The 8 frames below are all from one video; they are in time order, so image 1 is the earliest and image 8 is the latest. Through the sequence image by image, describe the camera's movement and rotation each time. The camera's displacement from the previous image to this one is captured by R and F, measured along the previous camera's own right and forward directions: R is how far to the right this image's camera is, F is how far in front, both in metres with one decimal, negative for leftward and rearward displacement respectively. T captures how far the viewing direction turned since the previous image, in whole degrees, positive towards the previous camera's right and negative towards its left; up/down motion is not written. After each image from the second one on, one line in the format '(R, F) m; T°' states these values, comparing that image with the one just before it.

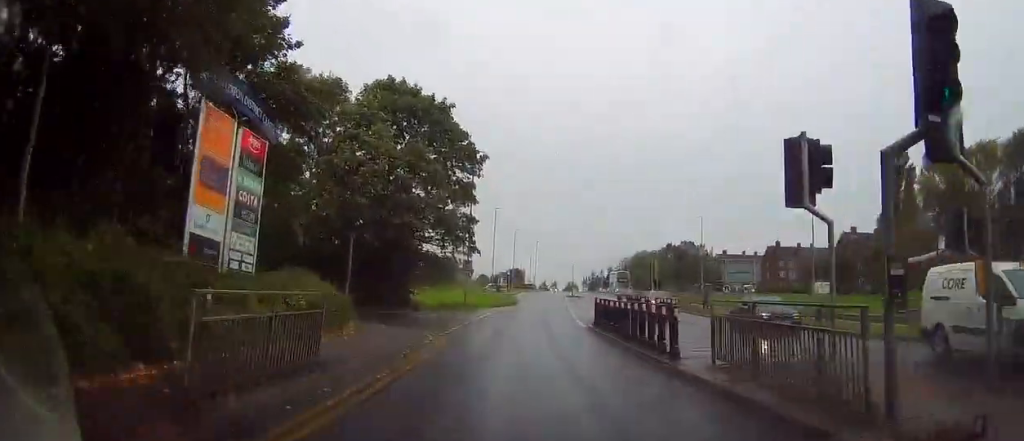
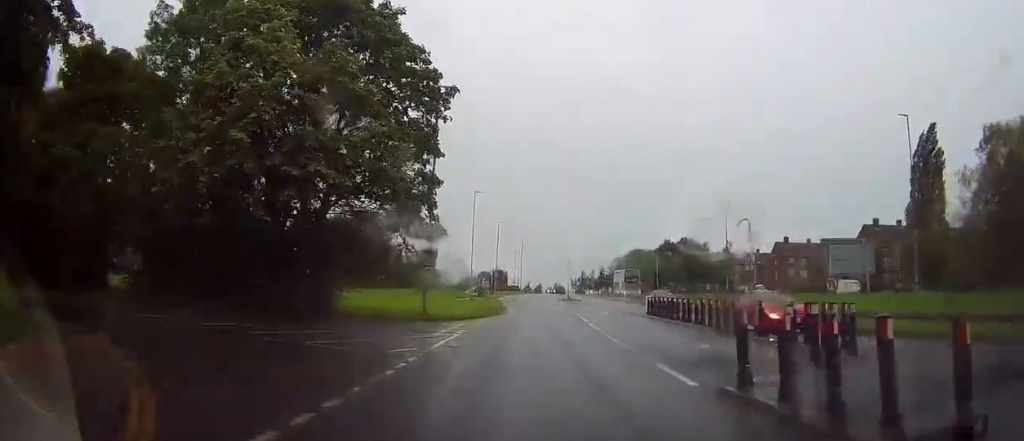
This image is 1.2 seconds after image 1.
(+0.5, +15.2) m; +3°
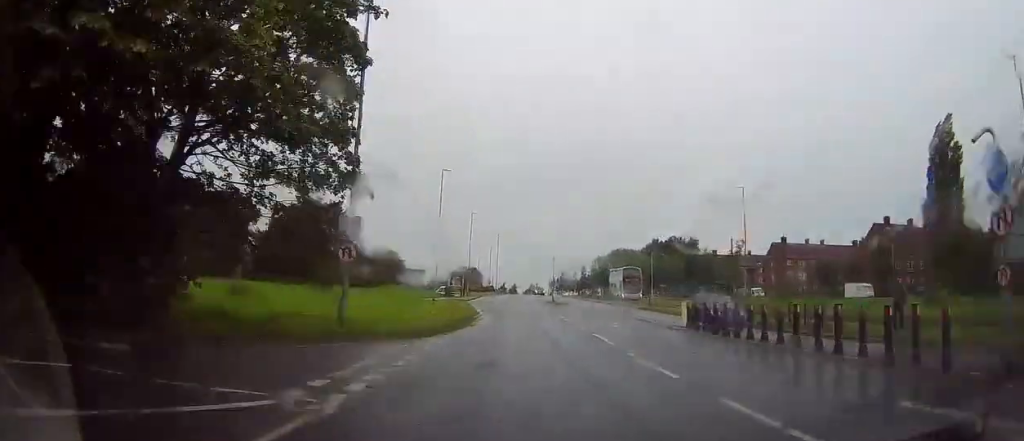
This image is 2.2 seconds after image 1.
(+0.1, +11.7) m; 0°
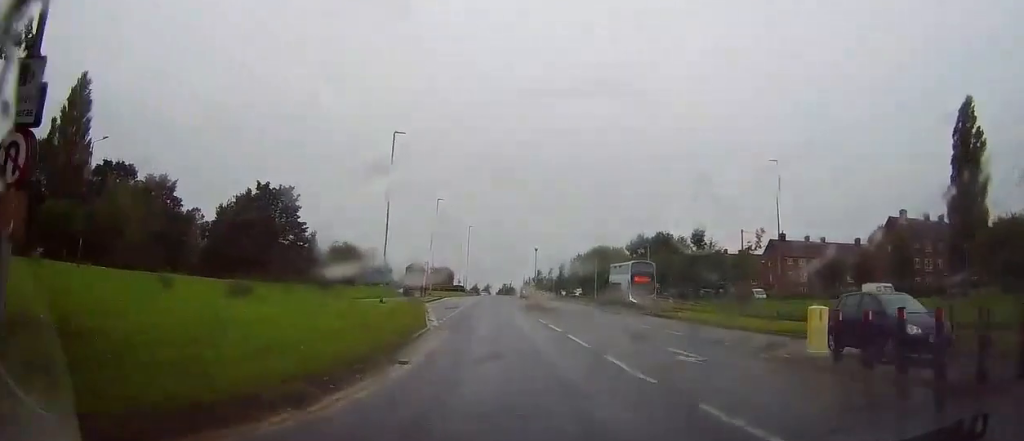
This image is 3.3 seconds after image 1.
(0.0, +12.5) m; +2°
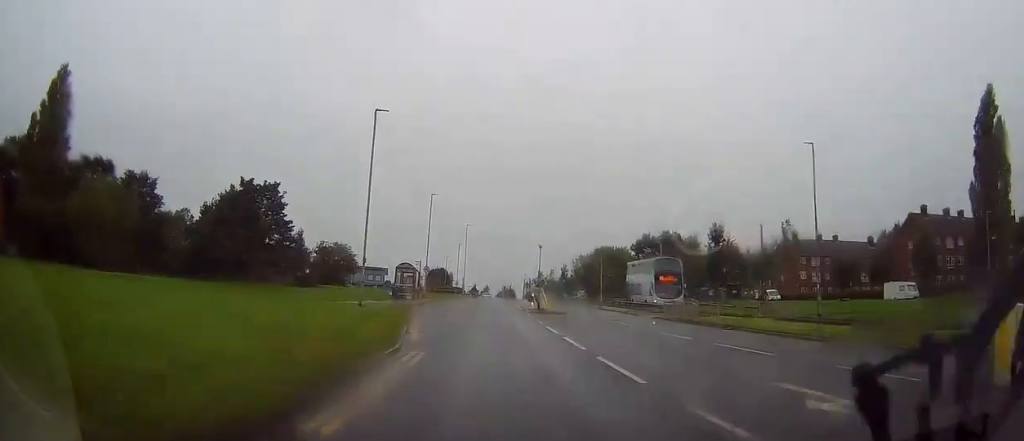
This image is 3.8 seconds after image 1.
(+0.2, +5.8) m; +1°
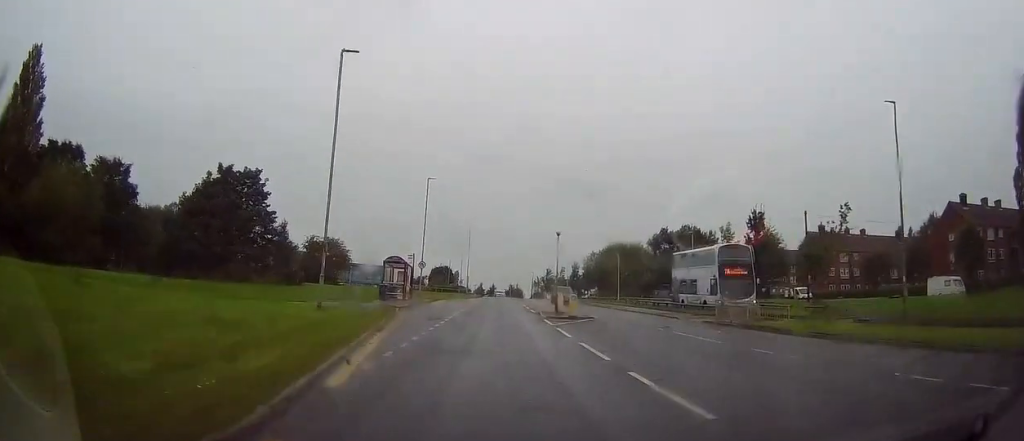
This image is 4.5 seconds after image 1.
(+0.1, +8.9) m; 0°
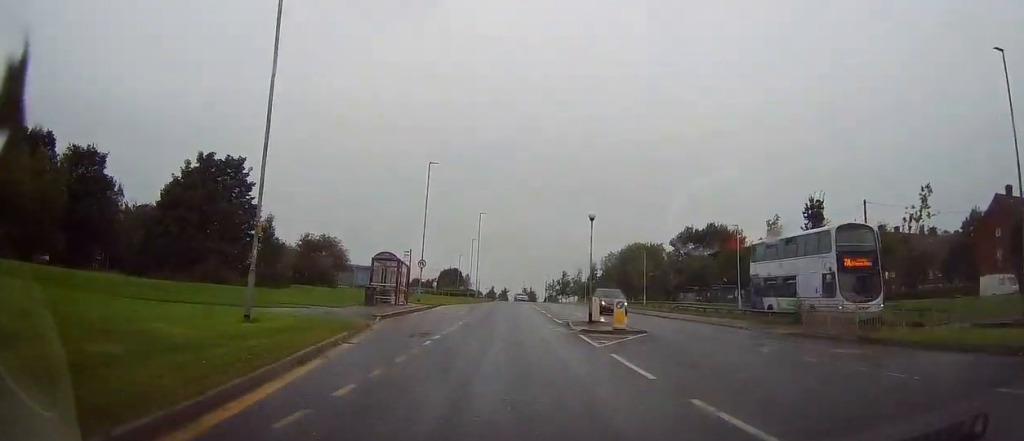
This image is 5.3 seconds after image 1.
(-0.1, +8.6) m; -1°
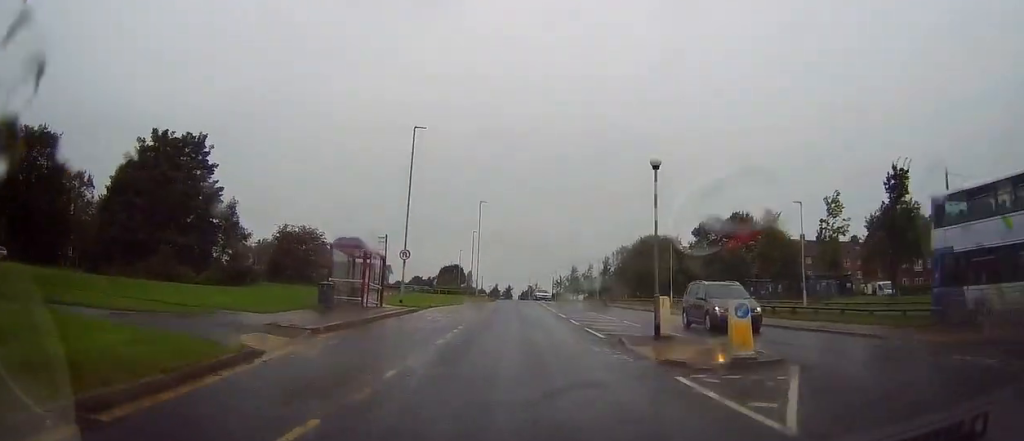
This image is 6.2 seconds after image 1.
(-0.1, +10.6) m; 0°
